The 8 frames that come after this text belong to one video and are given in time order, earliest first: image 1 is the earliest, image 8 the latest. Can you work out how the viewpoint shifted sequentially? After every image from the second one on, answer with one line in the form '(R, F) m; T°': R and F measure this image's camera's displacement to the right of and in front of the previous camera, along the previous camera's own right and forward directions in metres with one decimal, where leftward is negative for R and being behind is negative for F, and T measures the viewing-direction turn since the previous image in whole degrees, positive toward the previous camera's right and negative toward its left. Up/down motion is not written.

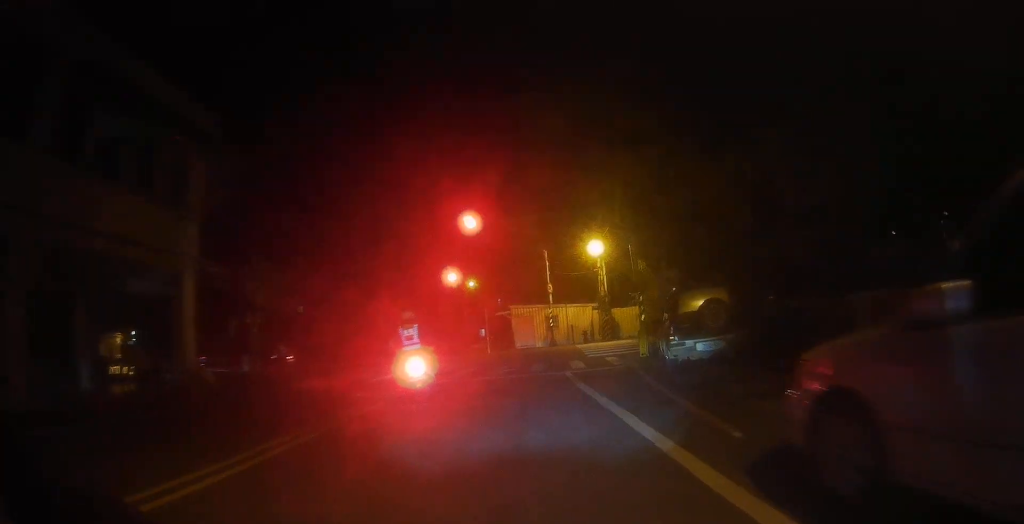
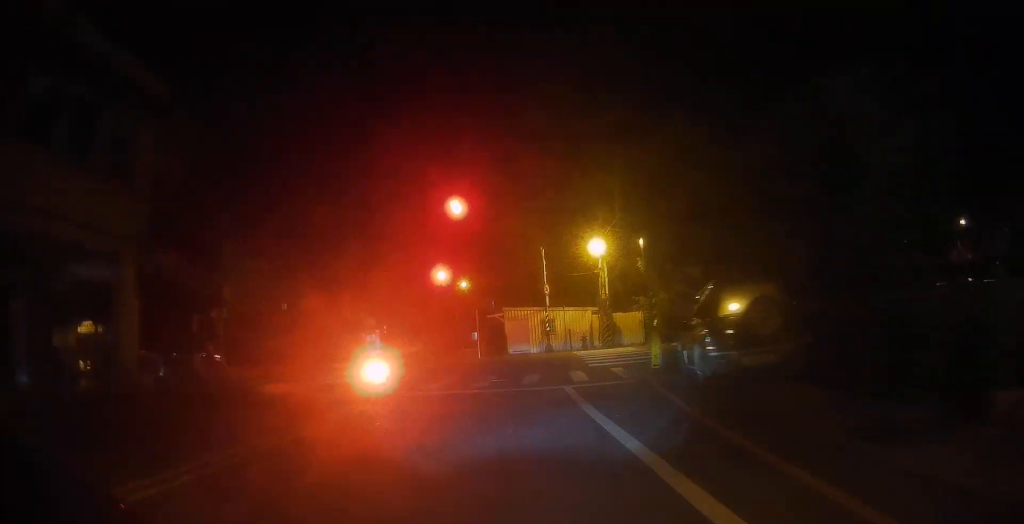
(0.0, +2.5) m; +2°
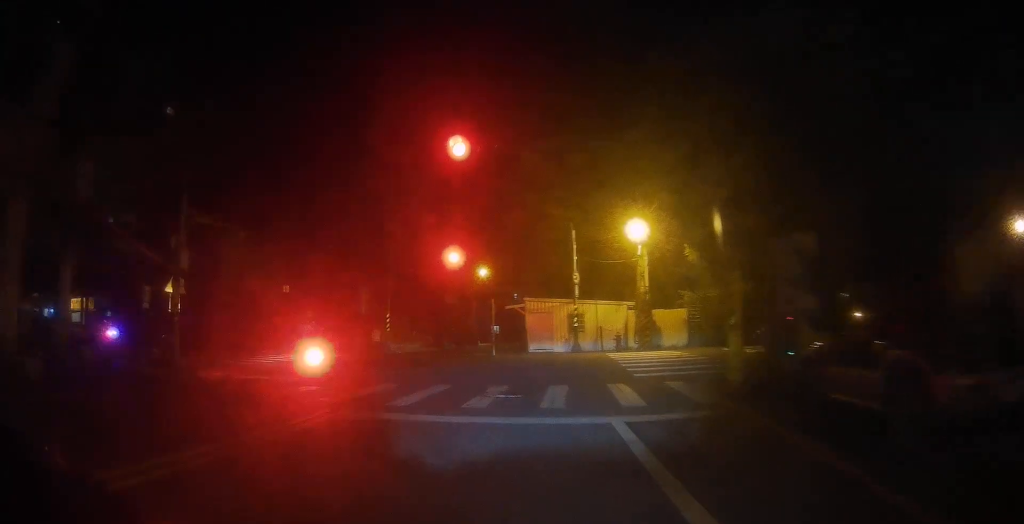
(+0.2, +4.4) m; -2°
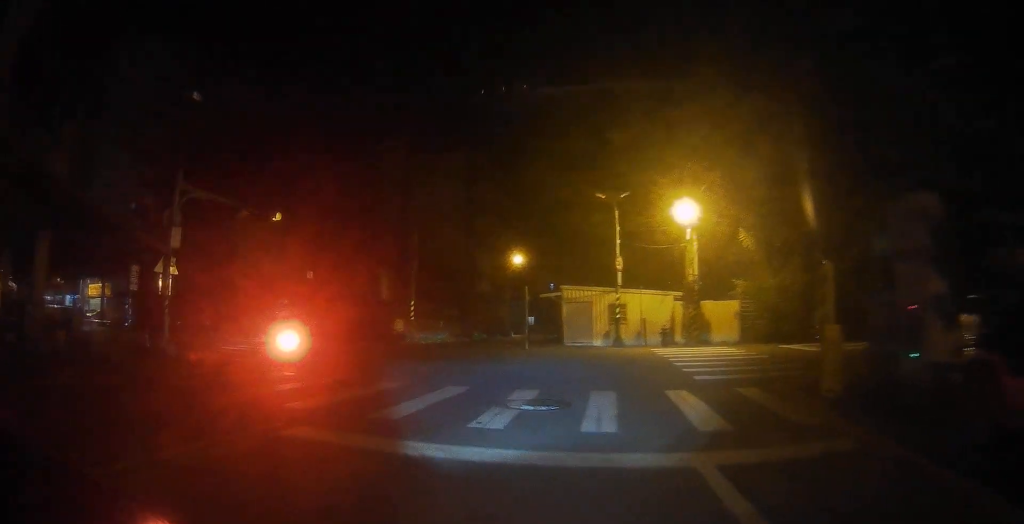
(-0.1, +2.4) m; +1°
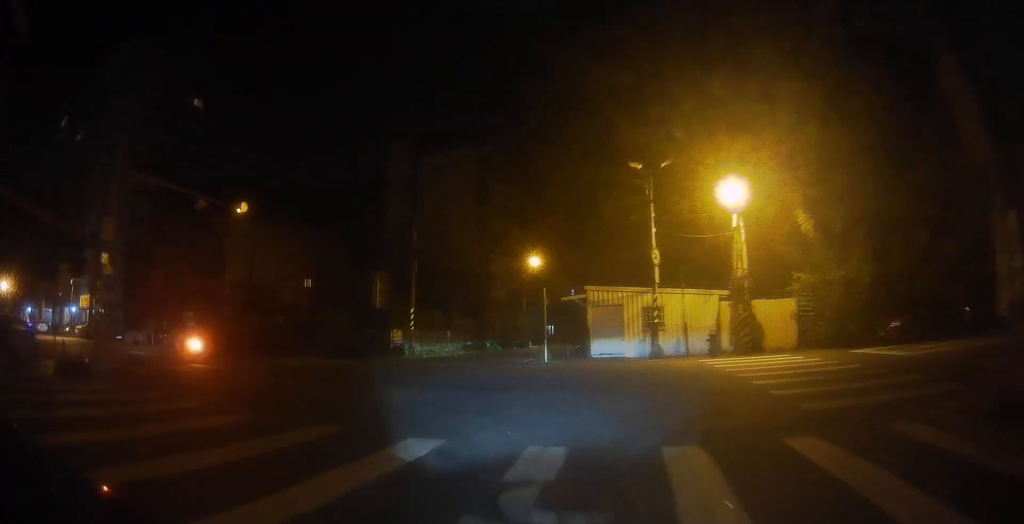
(-0.2, +3.6) m; +2°
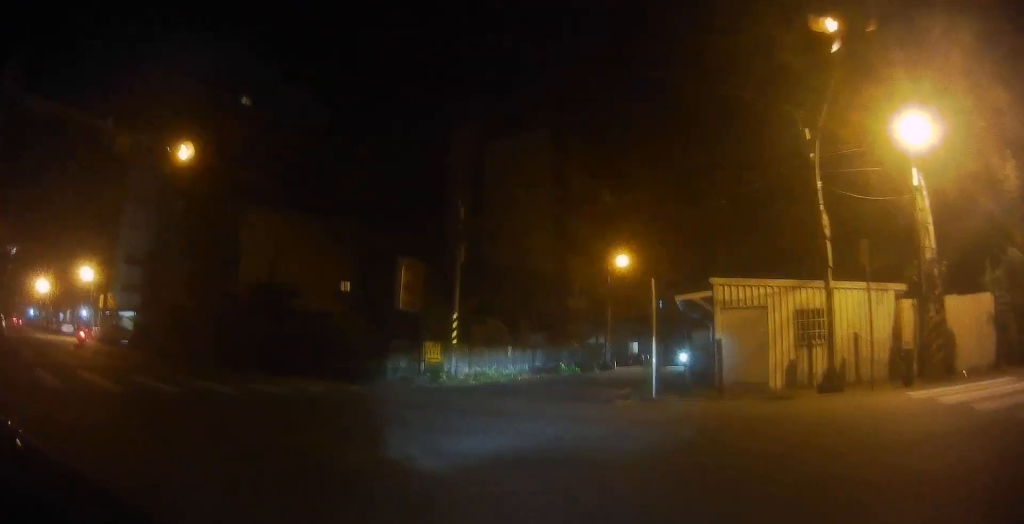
(-0.7, +5.8) m; -31°
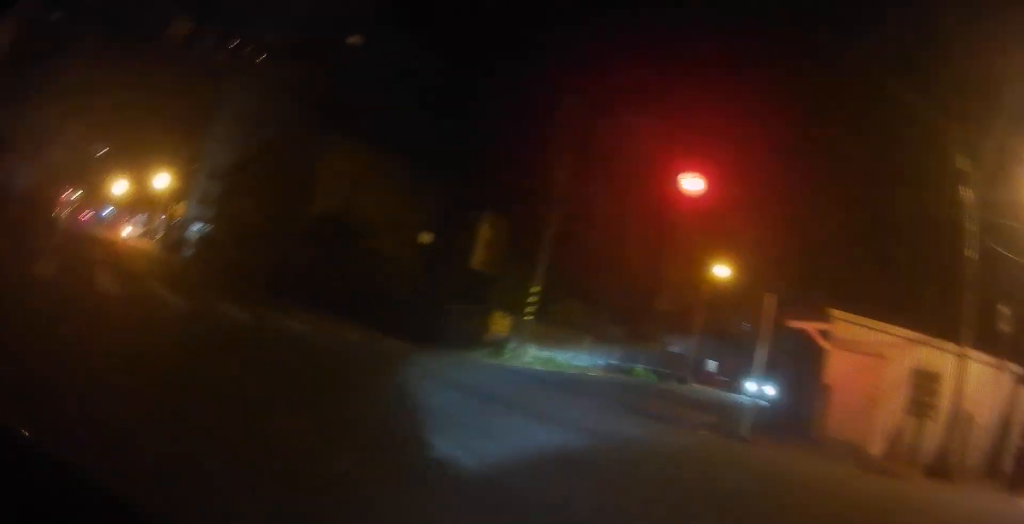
(-0.2, +1.9) m; -5°
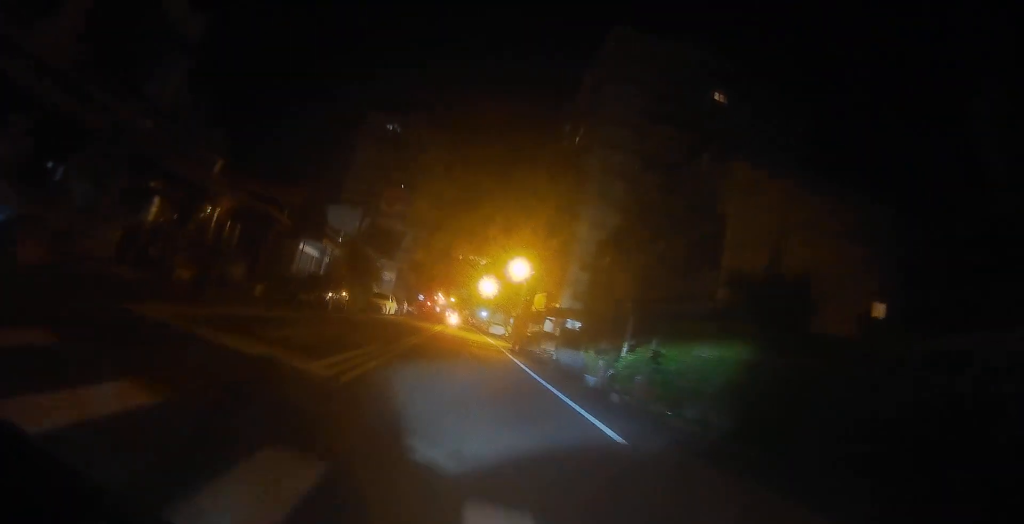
(-0.9, +6.9) m; -27°
